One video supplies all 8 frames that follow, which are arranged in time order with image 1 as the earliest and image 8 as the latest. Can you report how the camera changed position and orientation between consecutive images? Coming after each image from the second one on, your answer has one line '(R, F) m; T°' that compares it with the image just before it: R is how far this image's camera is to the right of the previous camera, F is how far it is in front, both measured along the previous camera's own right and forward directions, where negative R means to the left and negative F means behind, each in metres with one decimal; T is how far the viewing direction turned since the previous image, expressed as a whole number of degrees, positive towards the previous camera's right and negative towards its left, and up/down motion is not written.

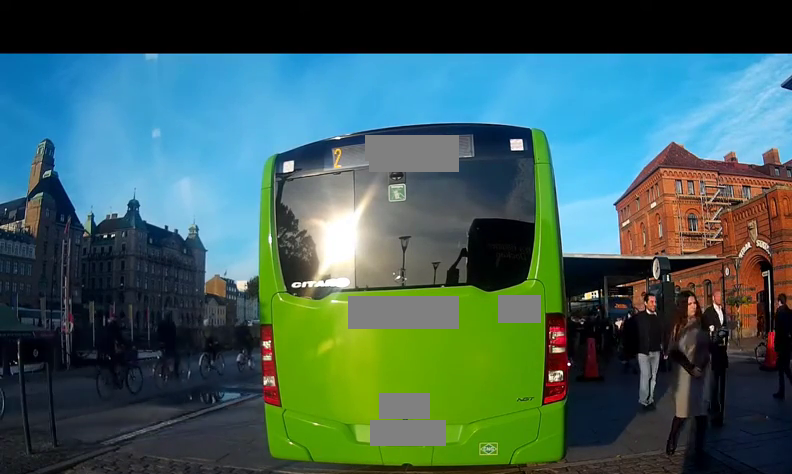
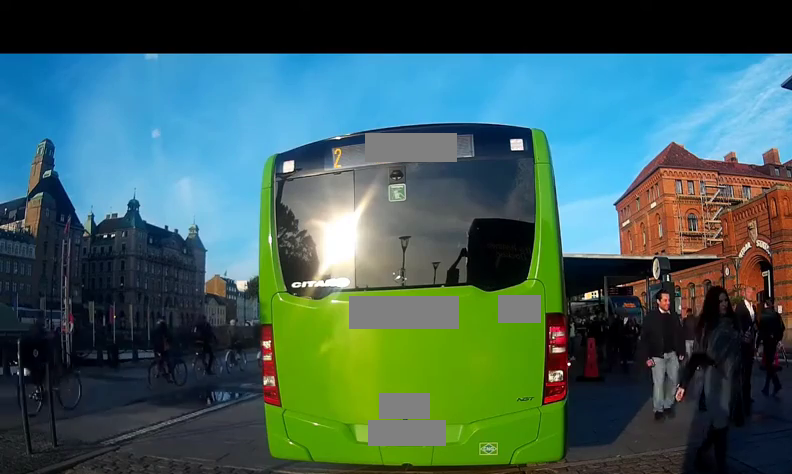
(0.0, 0.0) m; 0°
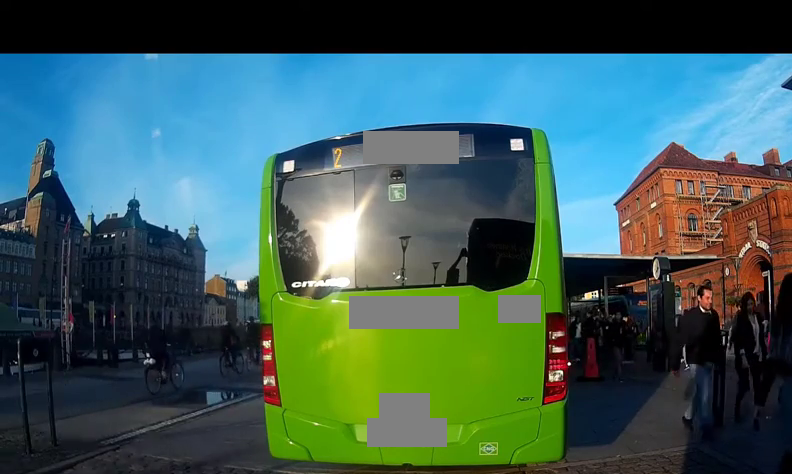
(0.0, 0.0) m; 0°
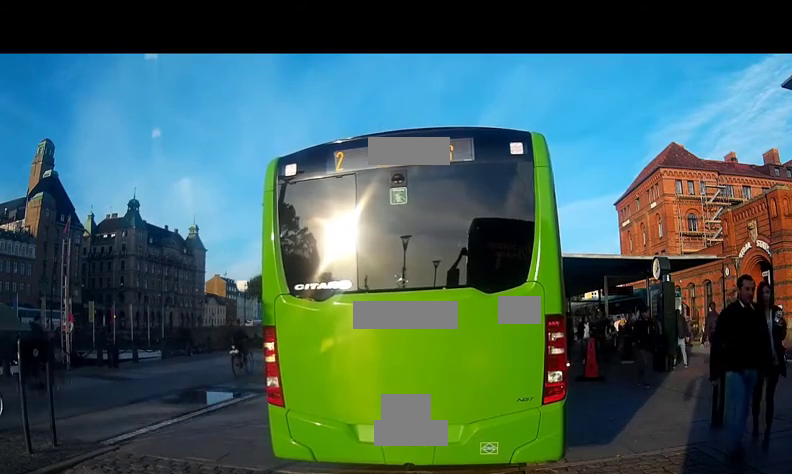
(0.0, 0.0) m; 0°
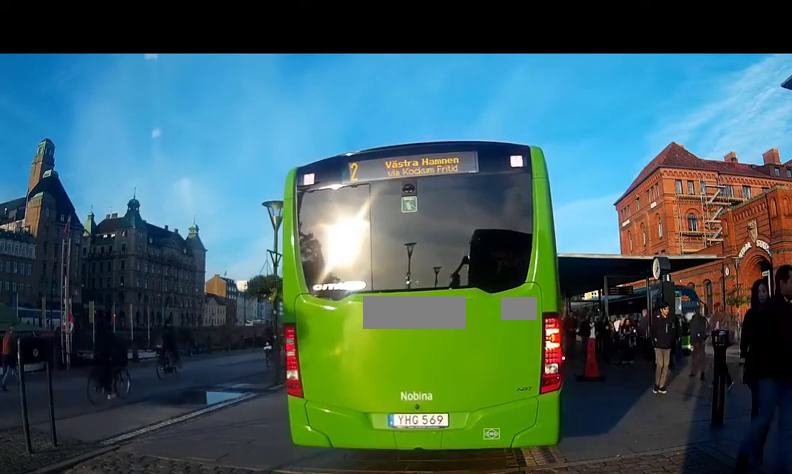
(0.0, 0.0) m; 0°
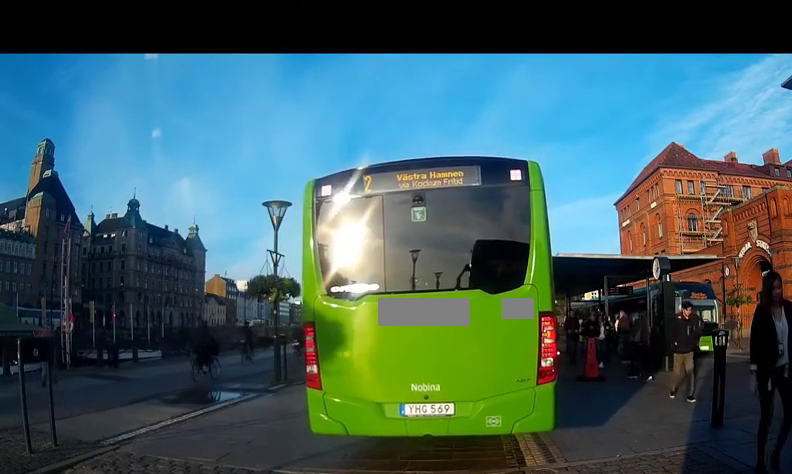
(0.0, 0.0) m; 0°
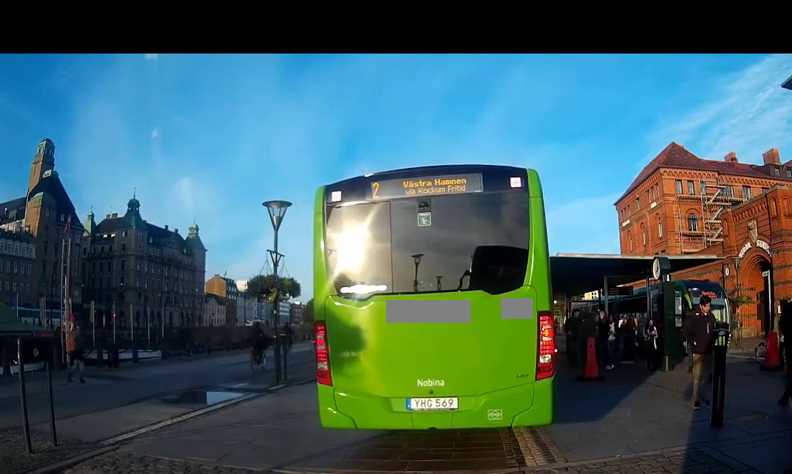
(0.0, 0.0) m; 0°
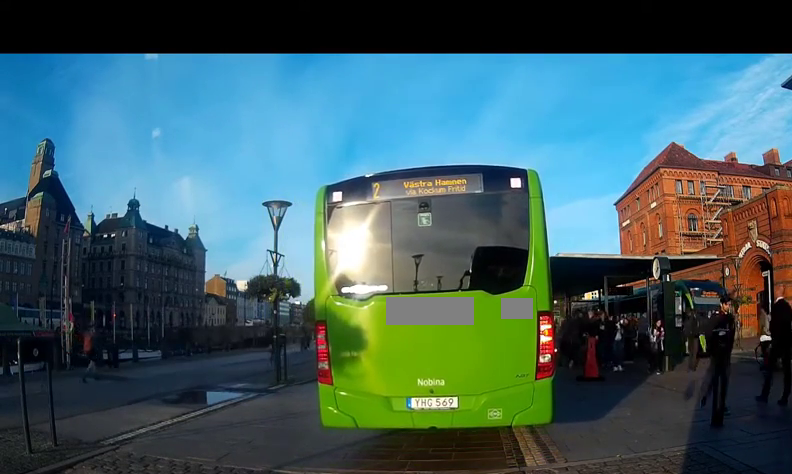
(0.0, 0.0) m; 0°
